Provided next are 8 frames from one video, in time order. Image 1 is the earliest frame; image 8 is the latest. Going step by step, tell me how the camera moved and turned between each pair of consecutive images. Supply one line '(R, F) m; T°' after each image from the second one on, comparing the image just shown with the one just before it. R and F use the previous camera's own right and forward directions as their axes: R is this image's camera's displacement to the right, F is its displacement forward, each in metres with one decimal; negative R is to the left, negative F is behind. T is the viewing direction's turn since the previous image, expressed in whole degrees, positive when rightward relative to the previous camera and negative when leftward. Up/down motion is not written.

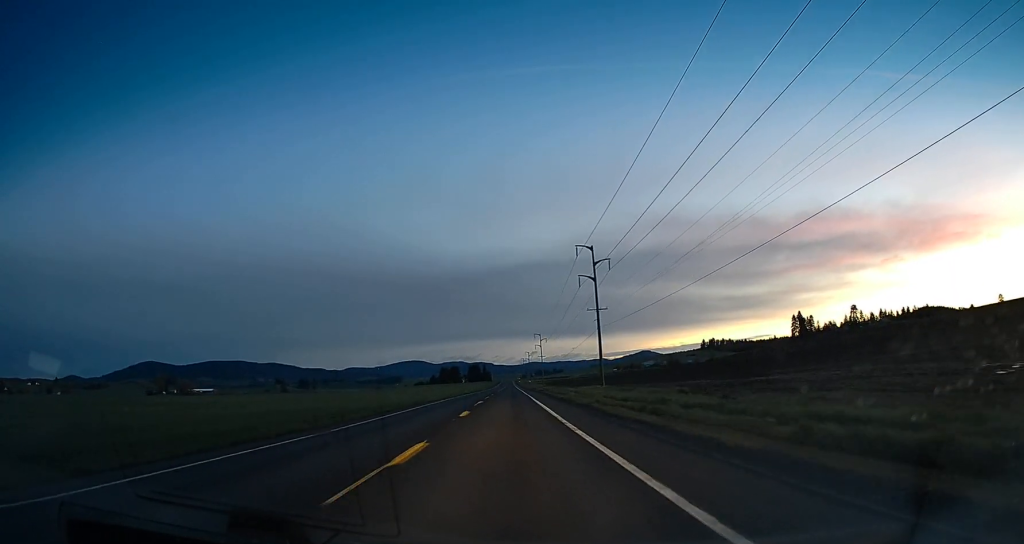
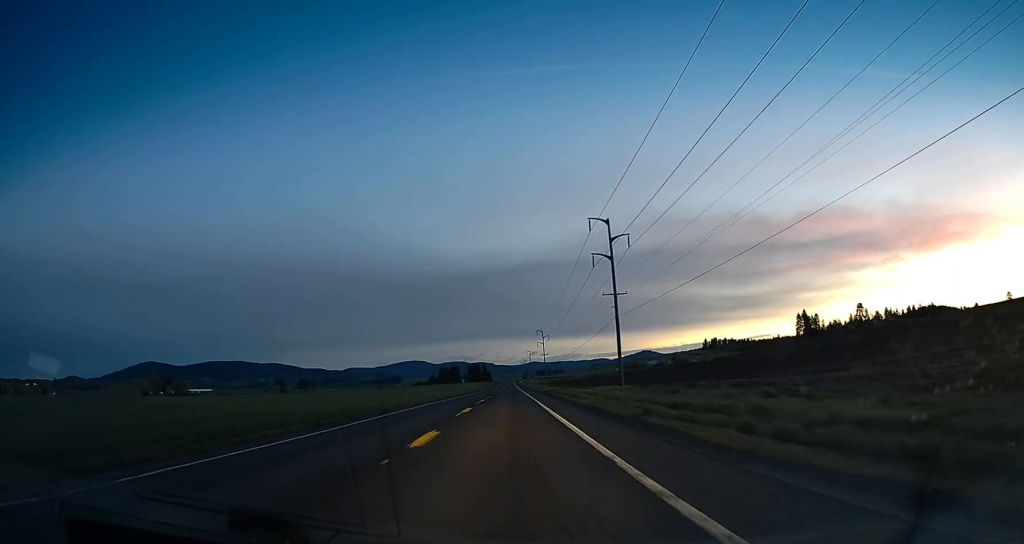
(0.0, +12.5) m; 0°
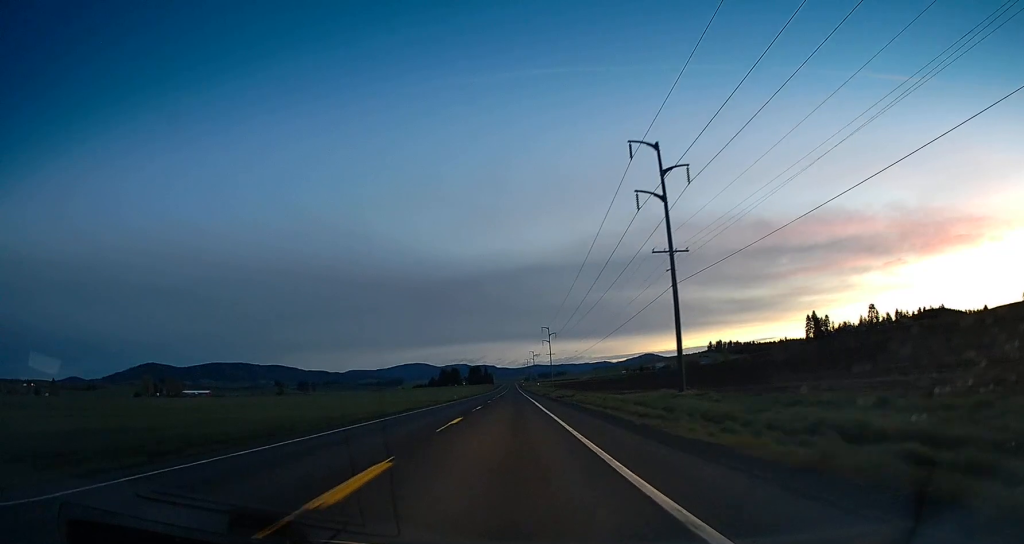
(-0.6, +21.4) m; 0°
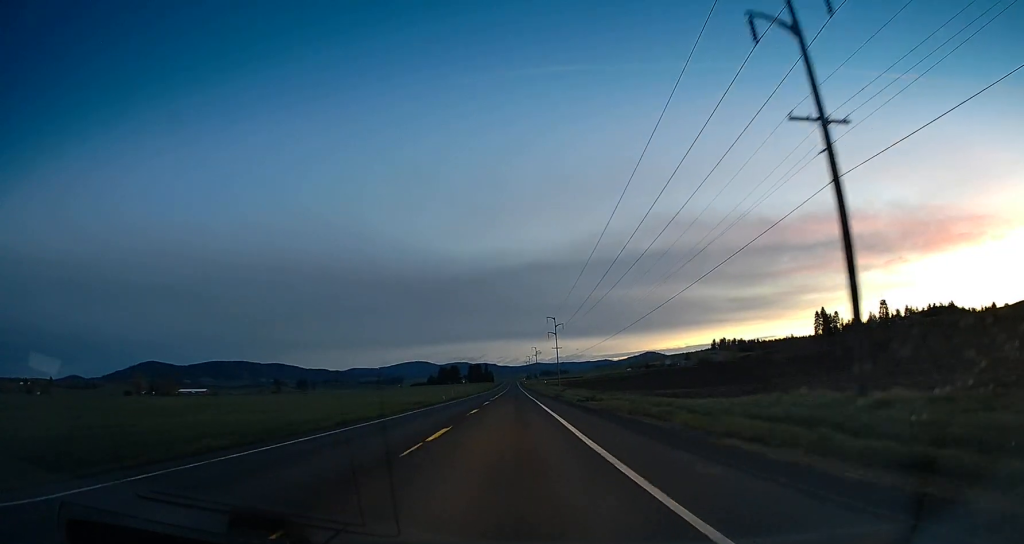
(+0.5, +21.3) m; +1°
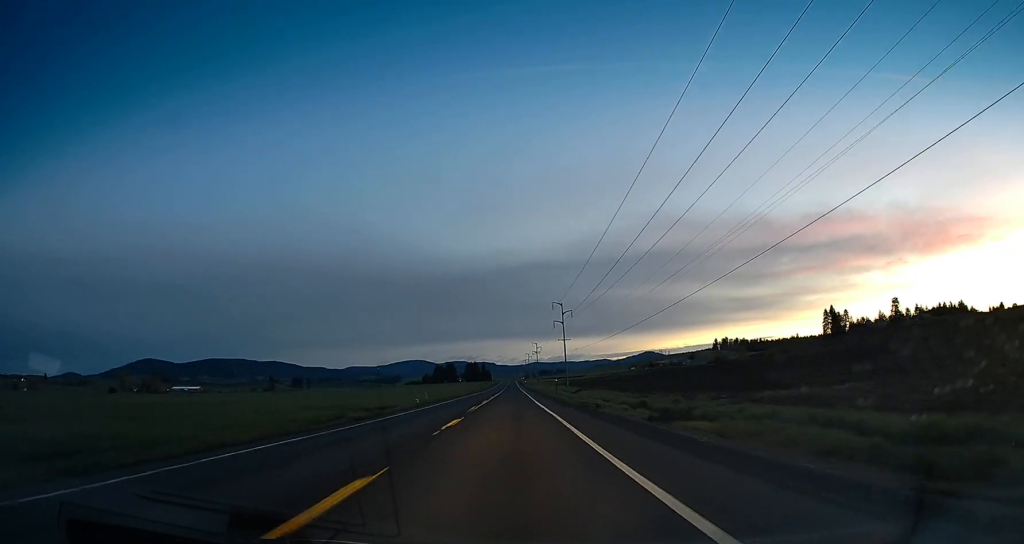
(+0.1, +25.7) m; -1°
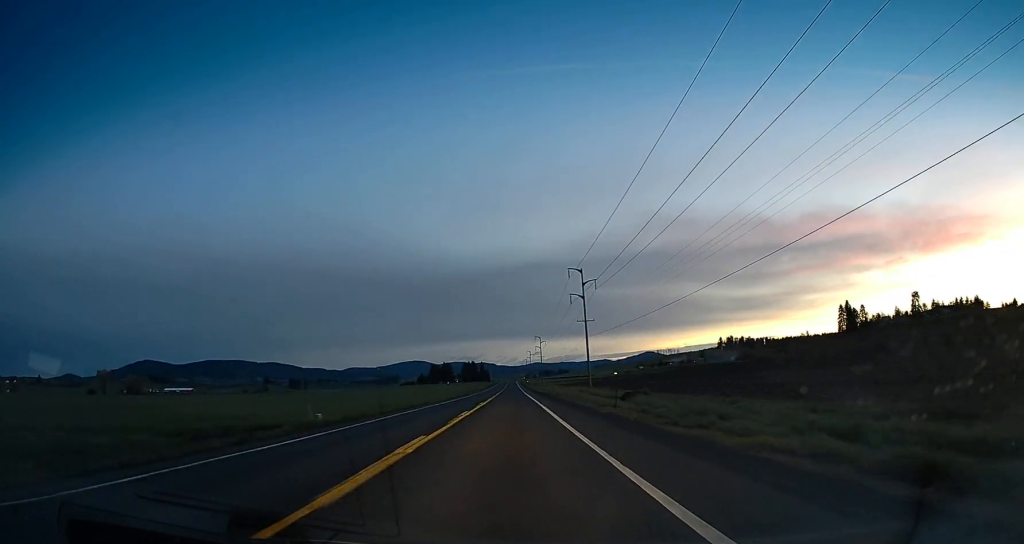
(-0.4, +37.3) m; 0°
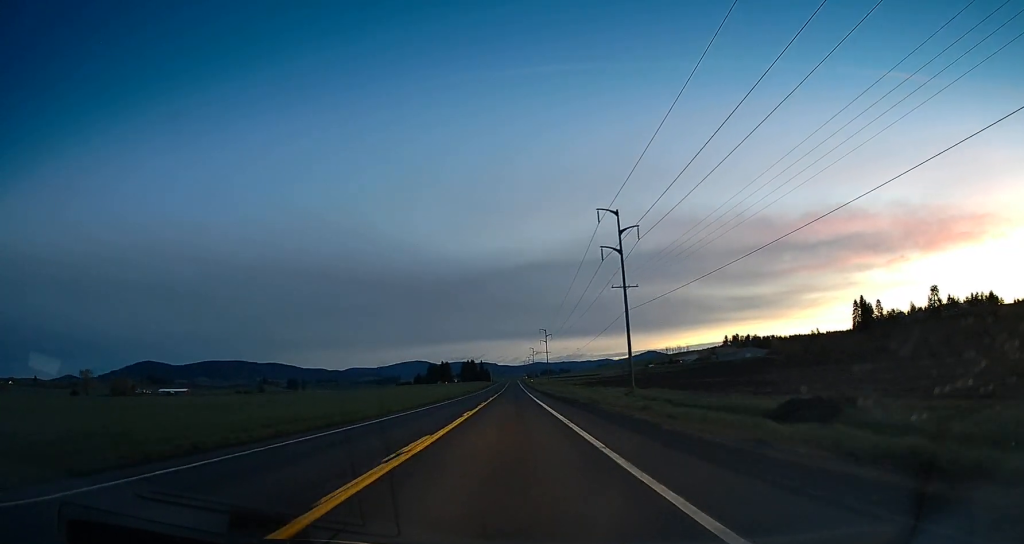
(+0.4, +30.3) m; 0°
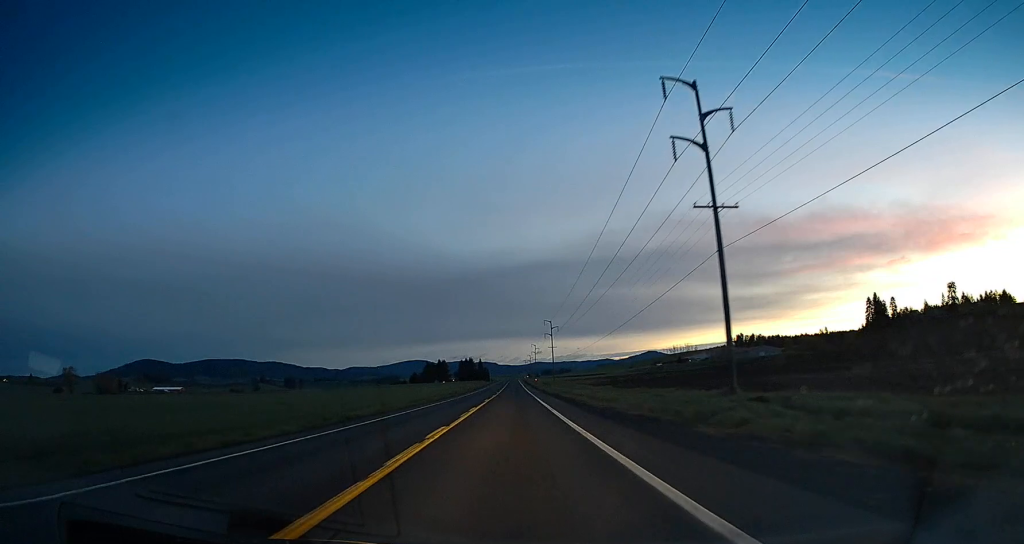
(-0.4, +26.7) m; 0°
